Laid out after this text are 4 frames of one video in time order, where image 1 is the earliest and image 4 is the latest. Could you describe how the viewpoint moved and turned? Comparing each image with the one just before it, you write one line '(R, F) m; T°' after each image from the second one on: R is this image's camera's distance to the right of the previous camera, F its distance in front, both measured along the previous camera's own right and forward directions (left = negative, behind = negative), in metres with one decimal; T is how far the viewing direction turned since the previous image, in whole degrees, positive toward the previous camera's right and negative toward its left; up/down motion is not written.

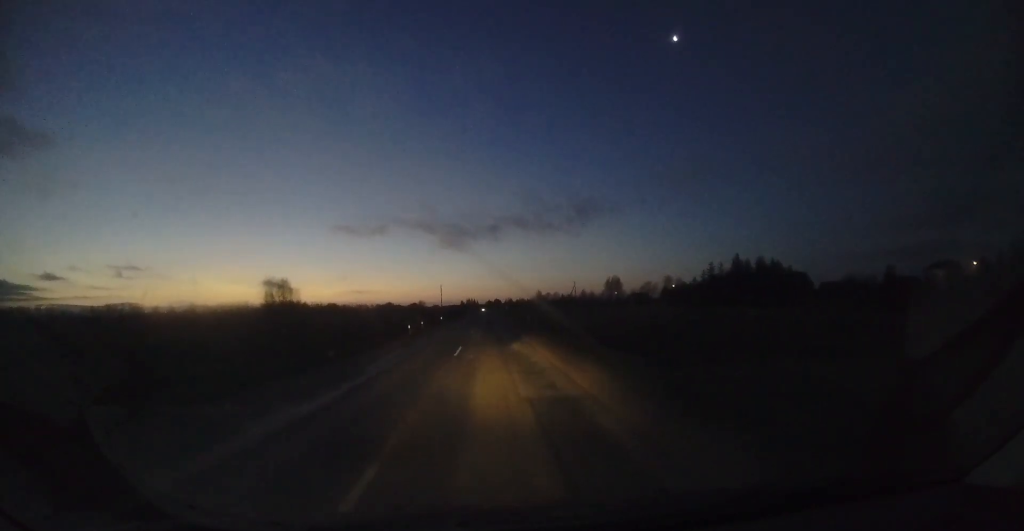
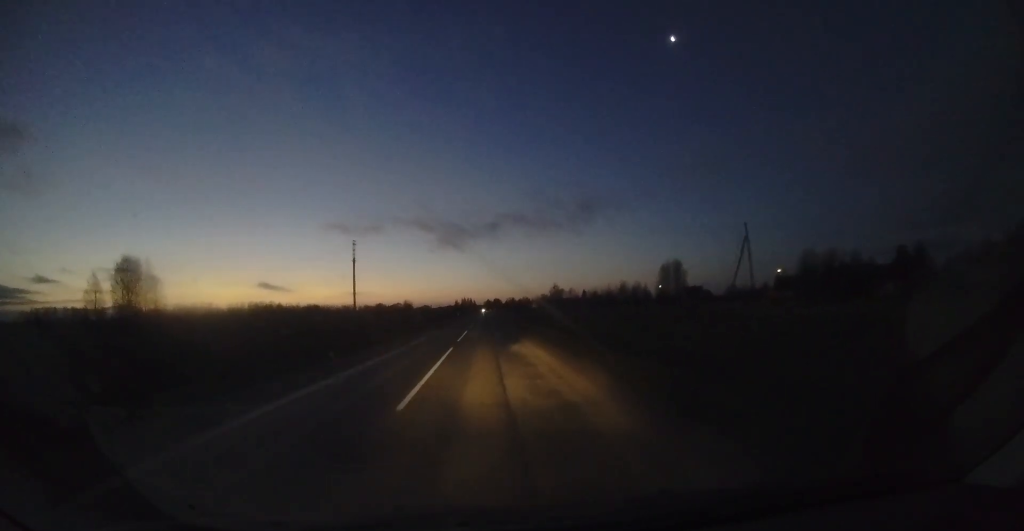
(-0.3, +67.4) m; -1°
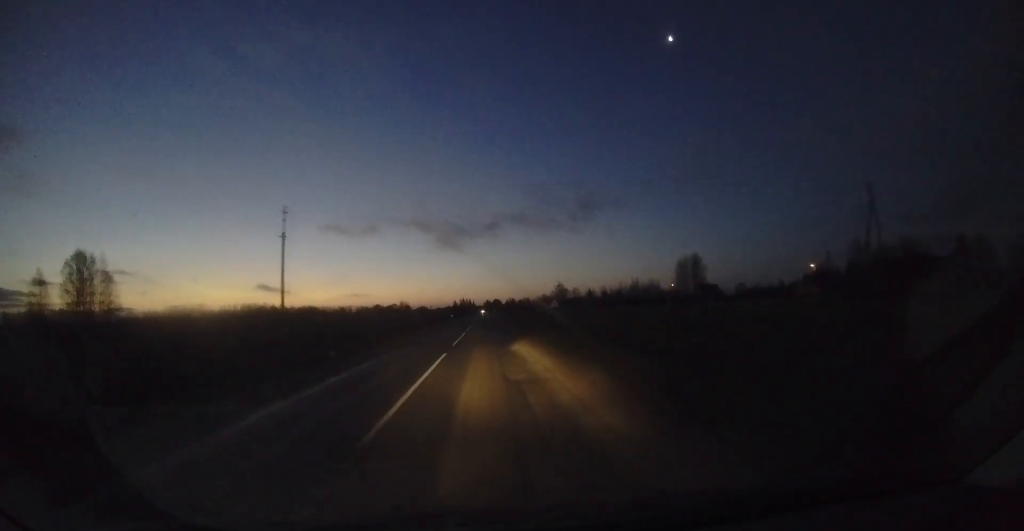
(0.0, +13.0) m; 0°
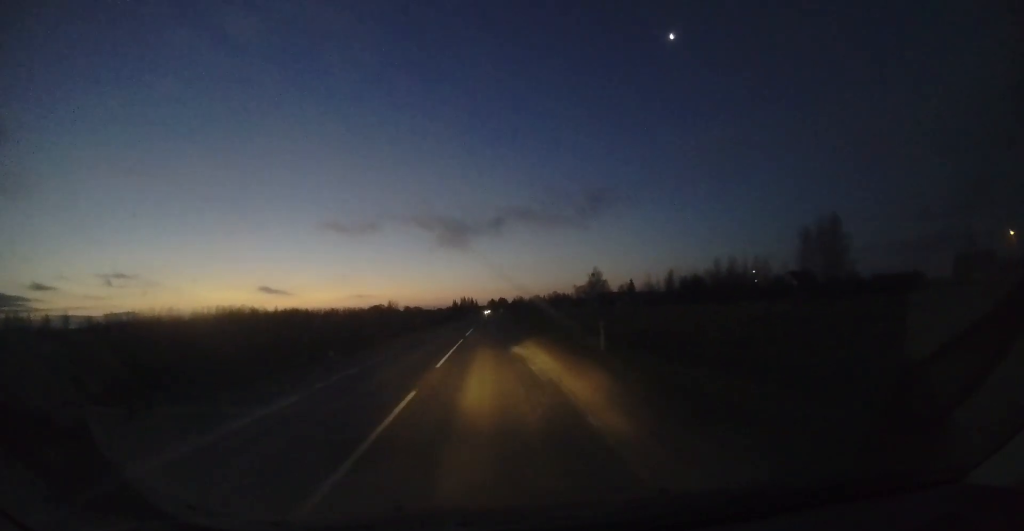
(0.0, +53.7) m; -1°
